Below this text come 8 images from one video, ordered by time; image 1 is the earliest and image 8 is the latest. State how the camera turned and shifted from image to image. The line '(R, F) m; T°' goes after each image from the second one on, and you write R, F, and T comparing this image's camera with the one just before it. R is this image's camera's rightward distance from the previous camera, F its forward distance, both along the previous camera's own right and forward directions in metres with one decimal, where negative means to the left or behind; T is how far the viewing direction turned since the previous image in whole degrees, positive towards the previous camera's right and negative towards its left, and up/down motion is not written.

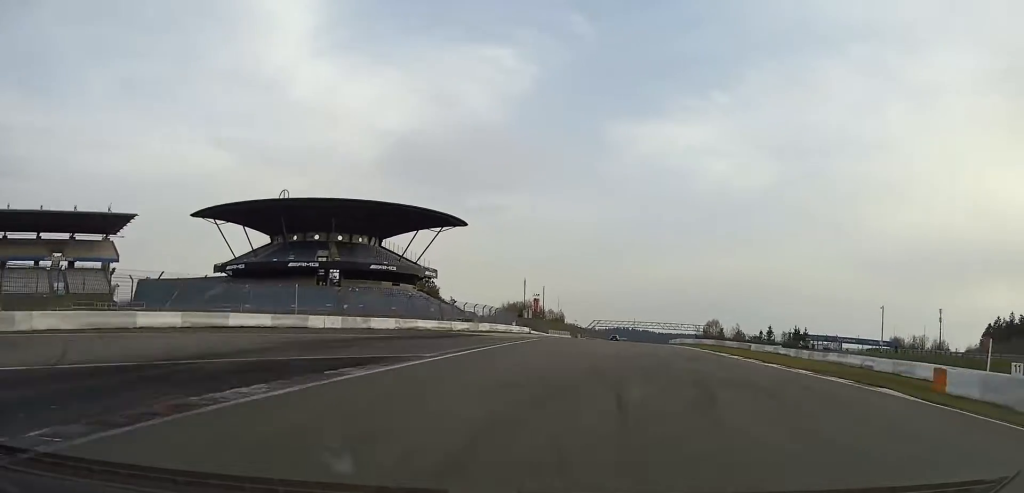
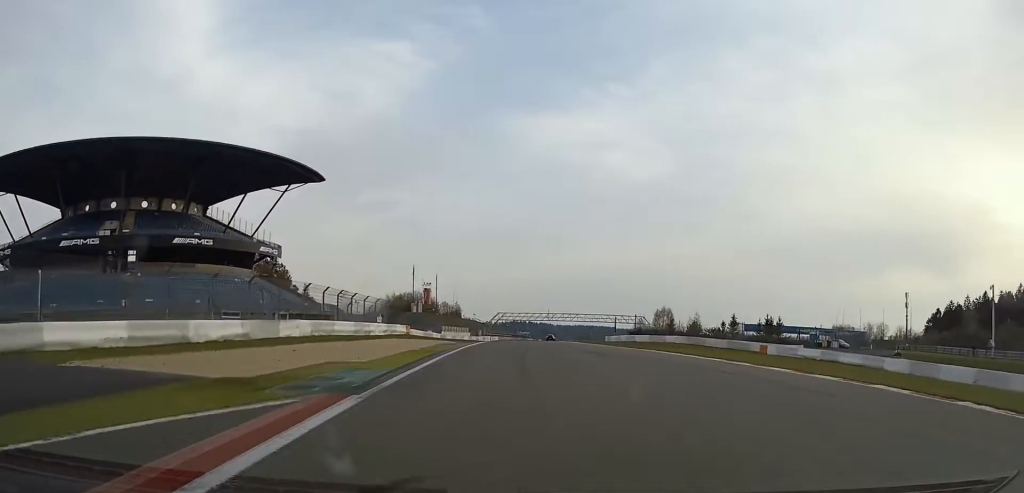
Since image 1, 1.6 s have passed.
(+4.9, +47.5) m; +9°
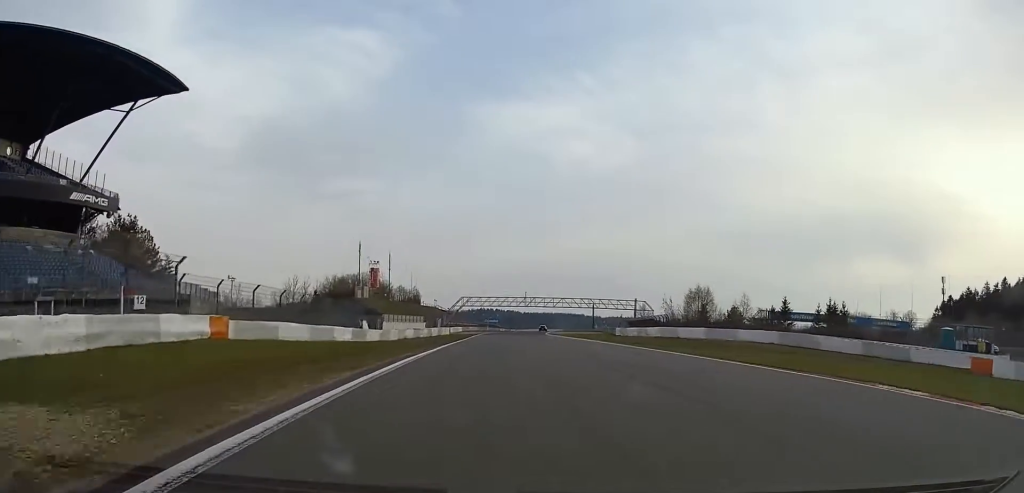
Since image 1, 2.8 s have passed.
(+1.4, +41.0) m; +4°
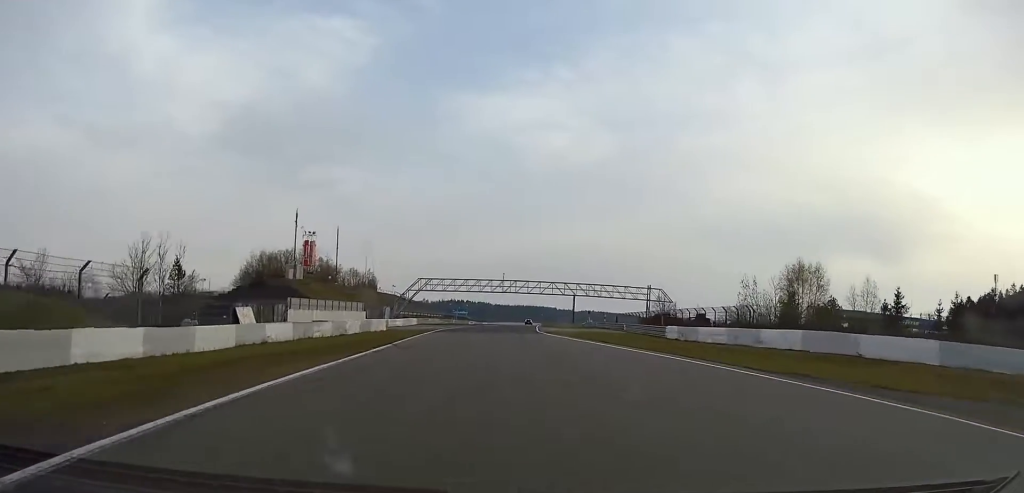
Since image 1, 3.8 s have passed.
(+0.9, +37.9) m; +2°
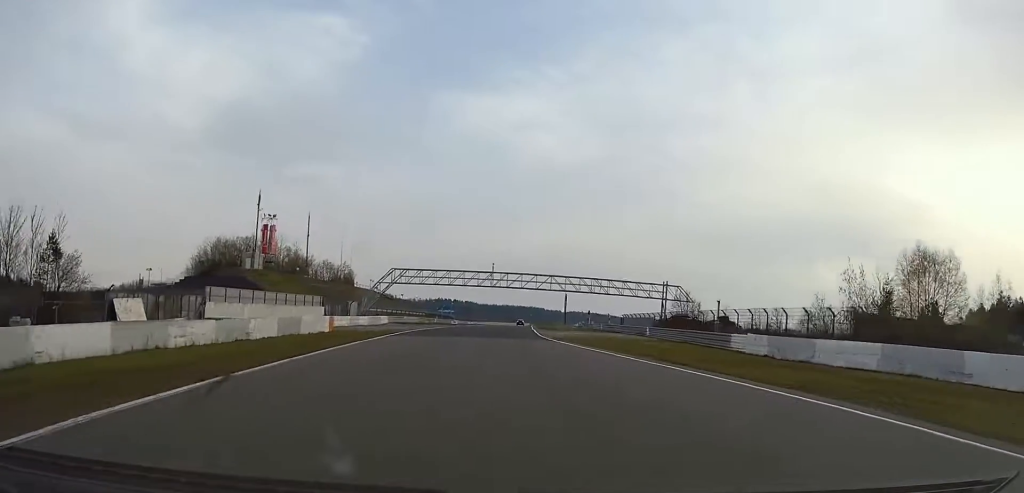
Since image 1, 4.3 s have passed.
(+0.1, +18.2) m; +1°
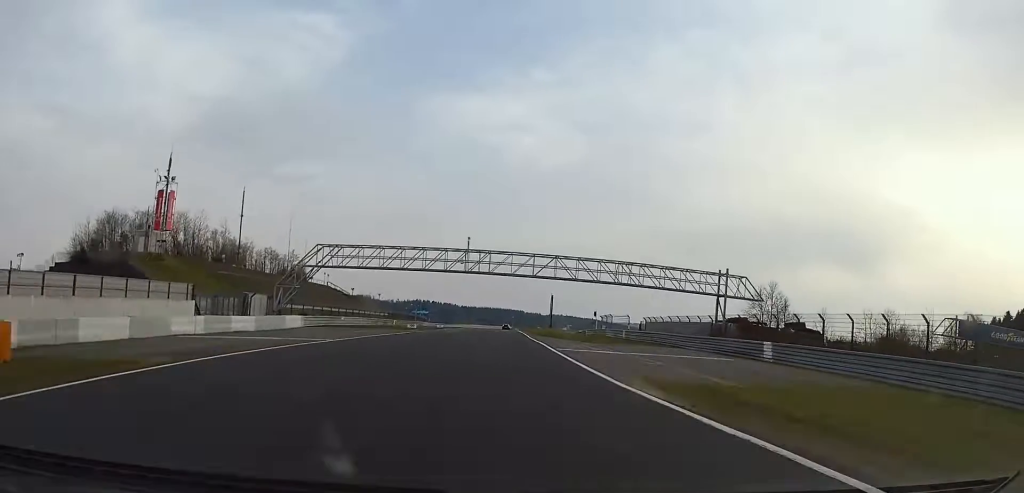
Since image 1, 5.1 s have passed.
(+0.4, +32.9) m; +1°
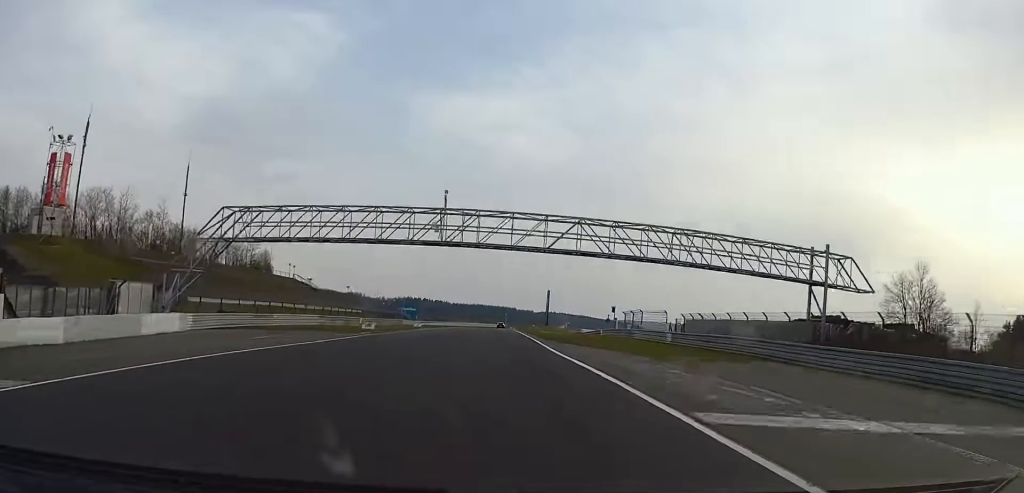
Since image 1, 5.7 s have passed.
(+0.3, +21.5) m; +1°
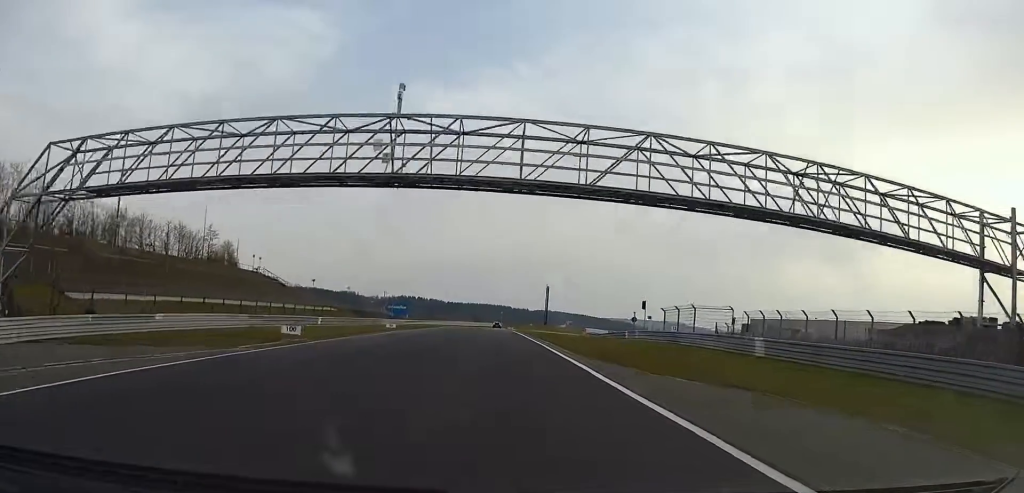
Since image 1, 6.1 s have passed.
(+0.1, +18.8) m; +1°
